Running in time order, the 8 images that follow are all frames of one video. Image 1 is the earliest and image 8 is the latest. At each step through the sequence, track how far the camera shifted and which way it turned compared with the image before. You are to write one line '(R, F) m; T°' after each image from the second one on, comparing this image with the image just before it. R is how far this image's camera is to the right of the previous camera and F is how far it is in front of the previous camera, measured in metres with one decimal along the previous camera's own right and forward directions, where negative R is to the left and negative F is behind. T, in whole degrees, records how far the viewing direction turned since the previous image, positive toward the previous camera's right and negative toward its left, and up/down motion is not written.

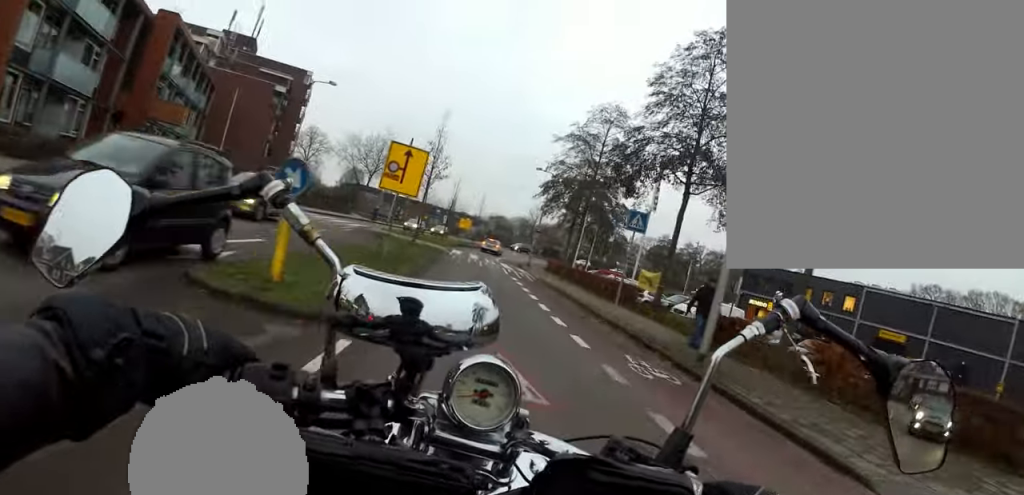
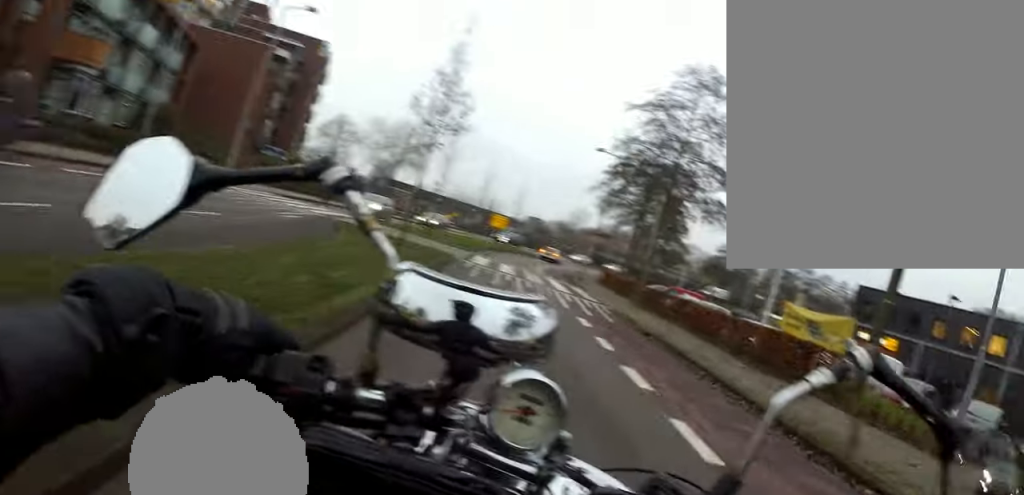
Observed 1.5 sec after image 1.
(-0.9, +9.3) m; -3°
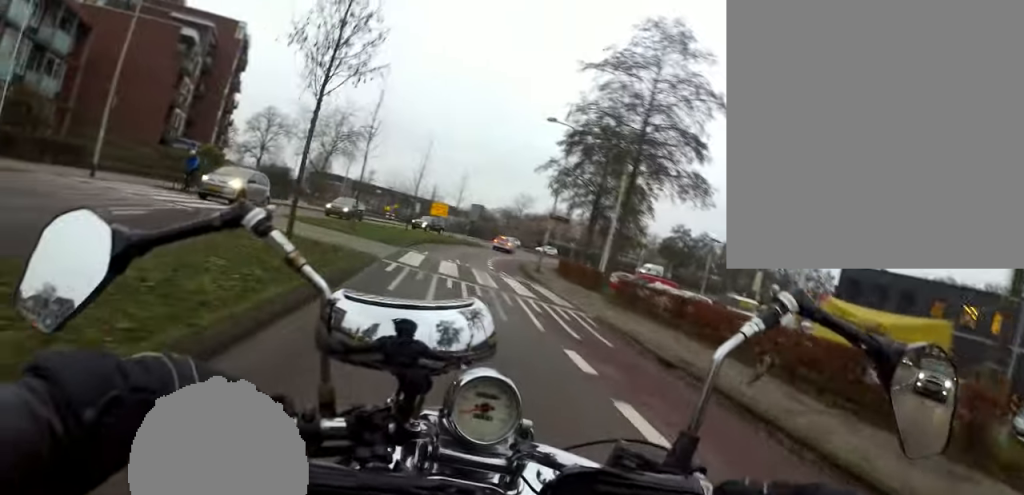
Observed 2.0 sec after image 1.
(+0.6, +4.2) m; -2°
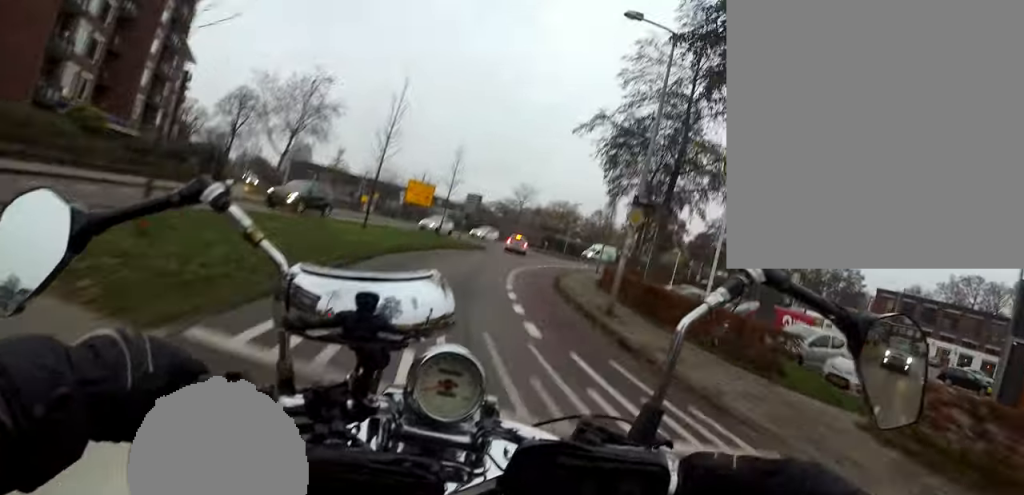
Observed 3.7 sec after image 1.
(-0.5, +13.0) m; +1°
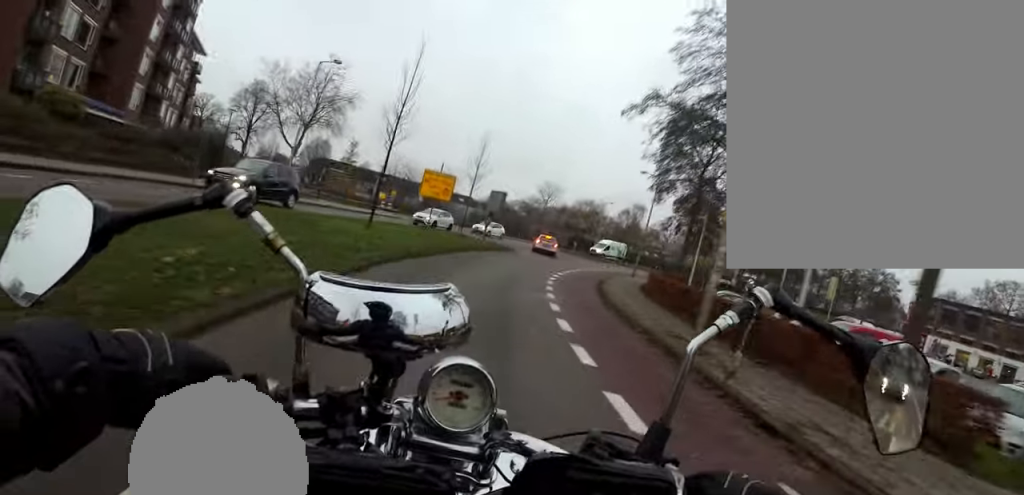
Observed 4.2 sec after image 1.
(+0.7, +3.3) m; 0°
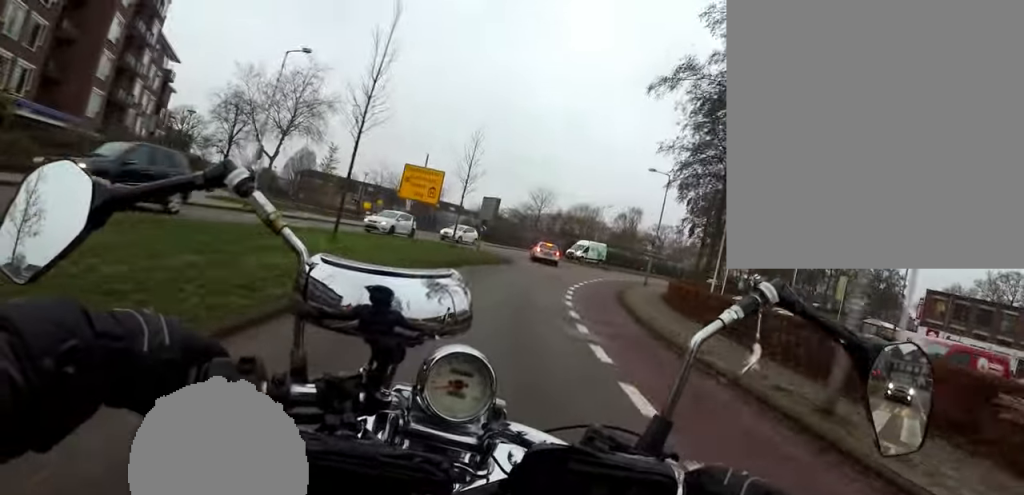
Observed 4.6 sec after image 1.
(-0.2, +3.3) m; 0°
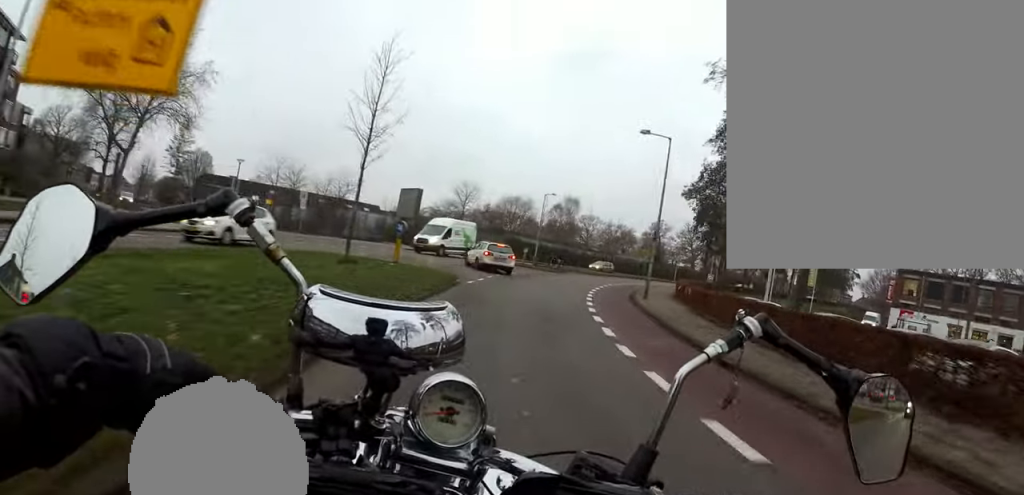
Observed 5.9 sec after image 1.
(-0.3, +9.4) m; +7°
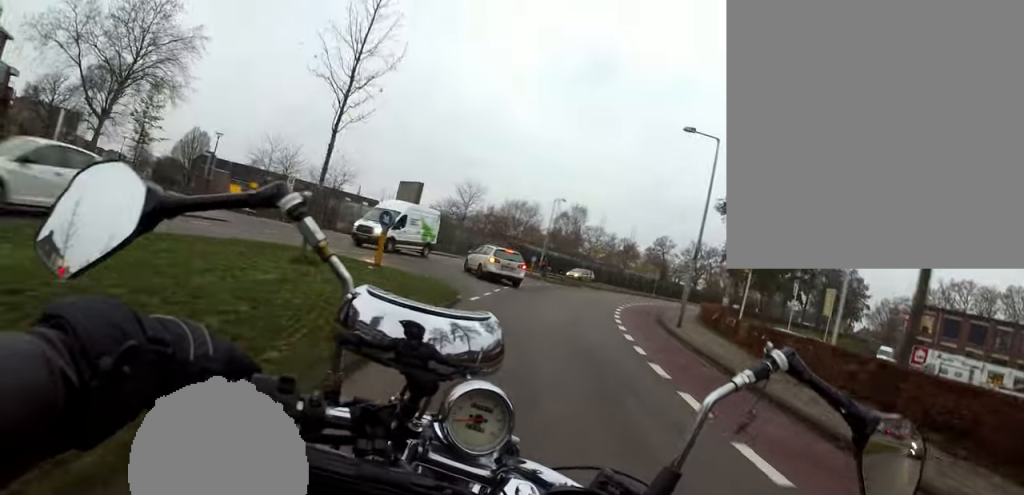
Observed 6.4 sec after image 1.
(+0.2, +3.4) m; +5°
